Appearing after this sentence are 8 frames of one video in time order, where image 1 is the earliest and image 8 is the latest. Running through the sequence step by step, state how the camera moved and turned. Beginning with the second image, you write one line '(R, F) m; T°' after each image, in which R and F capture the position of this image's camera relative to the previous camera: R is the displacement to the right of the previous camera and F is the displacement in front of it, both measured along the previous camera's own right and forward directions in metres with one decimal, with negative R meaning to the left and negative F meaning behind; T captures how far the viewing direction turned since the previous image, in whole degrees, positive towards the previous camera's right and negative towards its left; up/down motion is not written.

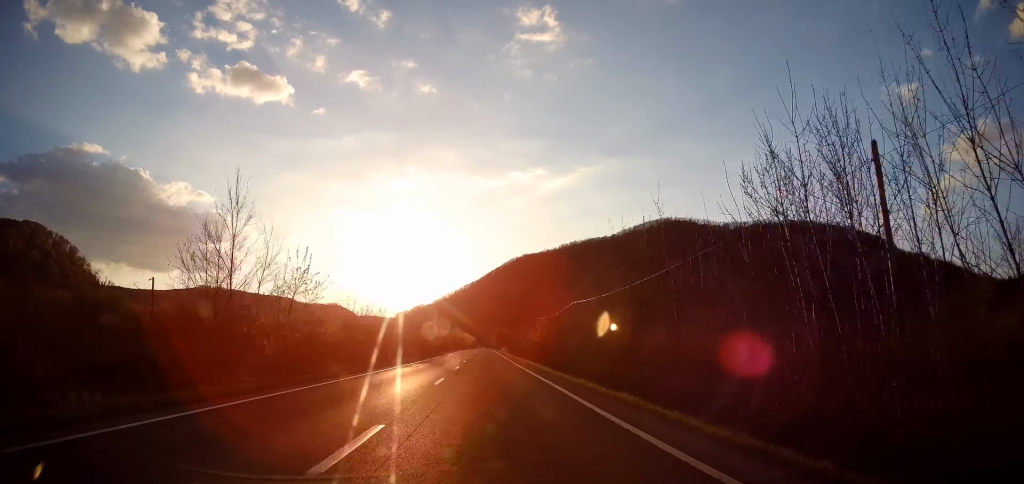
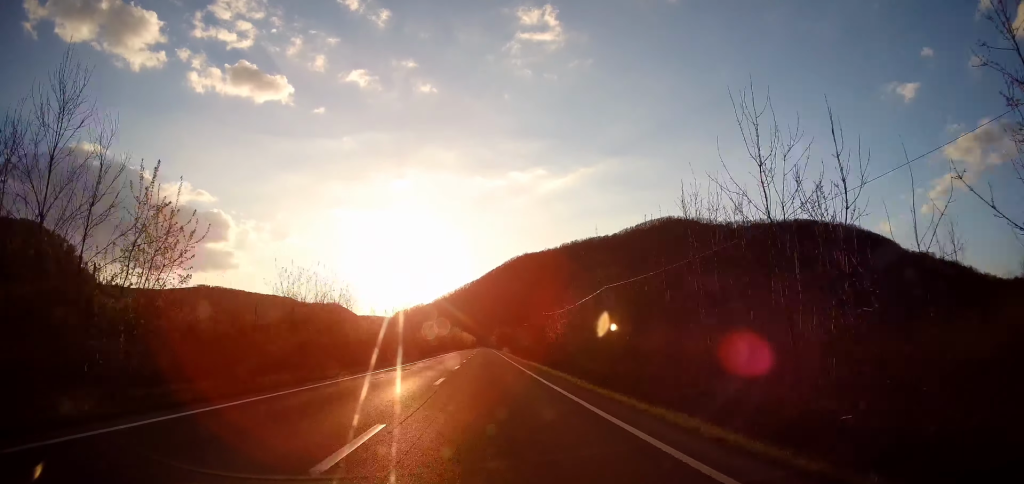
(-0.3, +11.6) m; -1°
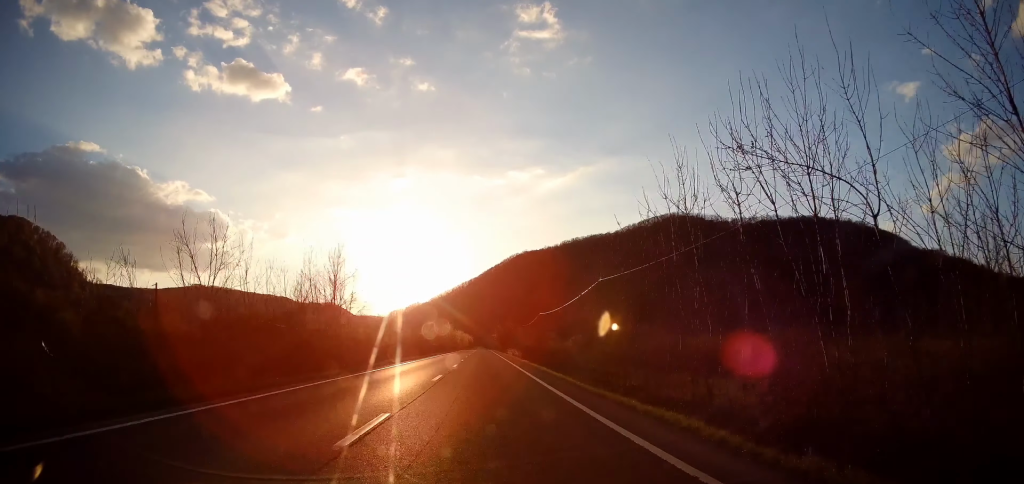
(-0.4, +34.9) m; 0°
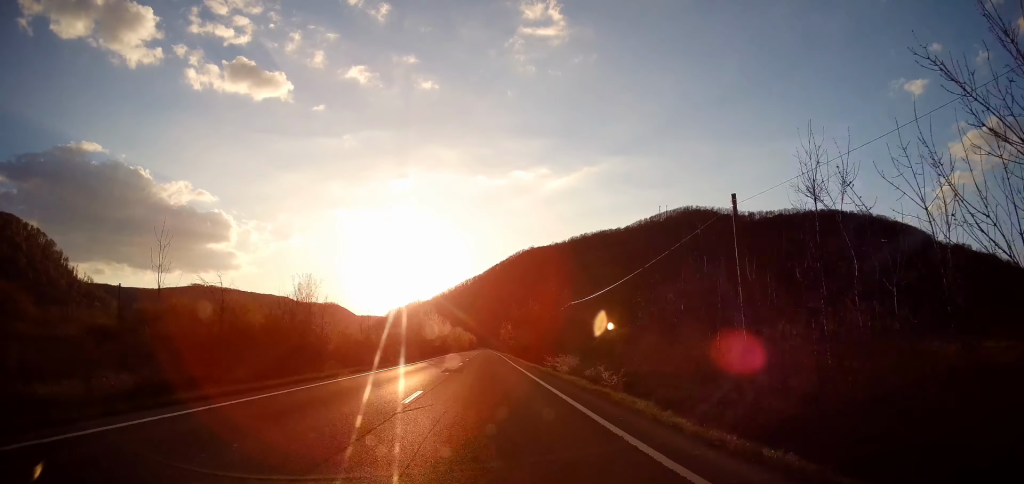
(+0.2, +53.7) m; 0°
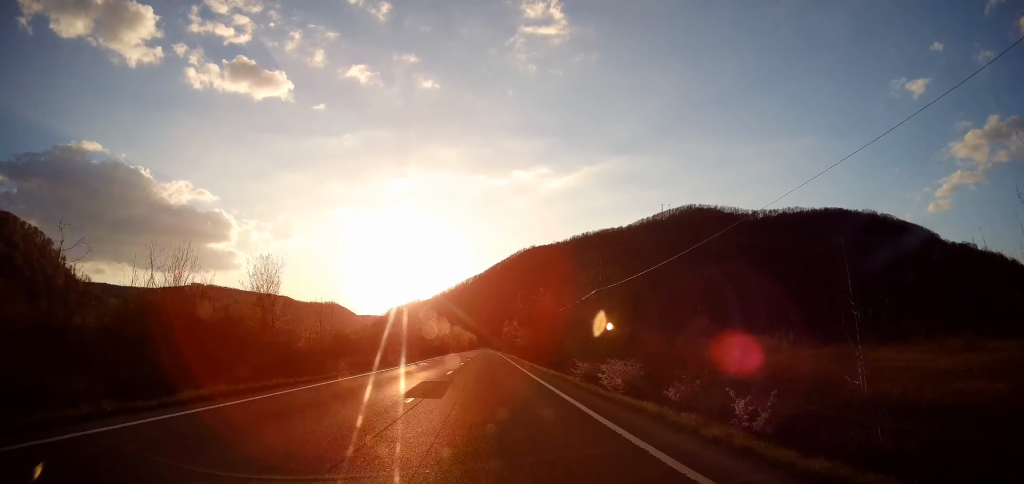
(0.0, +11.6) m; 0°
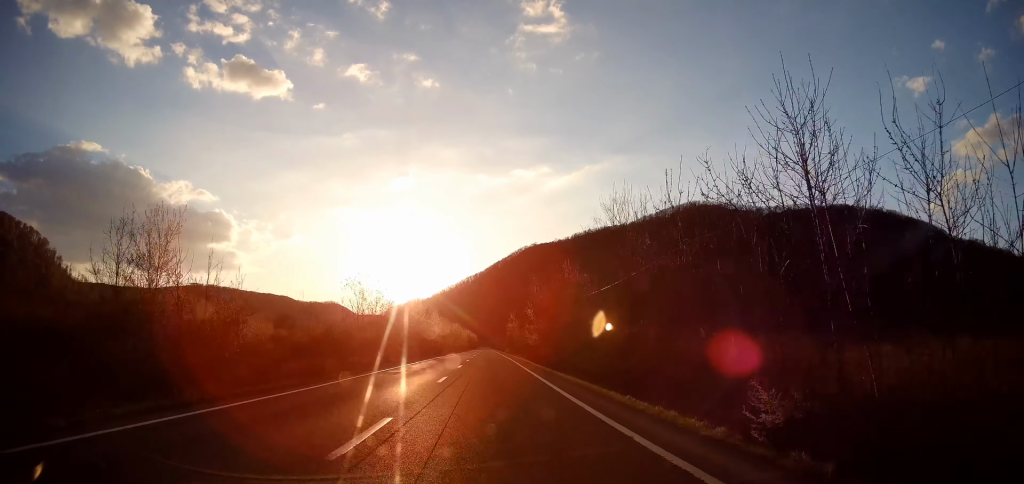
(+0.4, +17.0) m; 0°
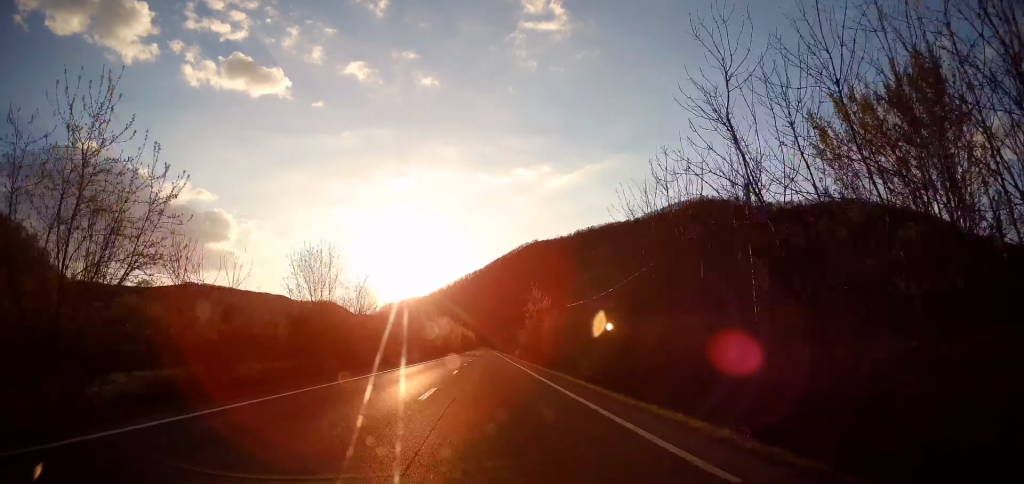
(-0.8, +40.4) m; -1°
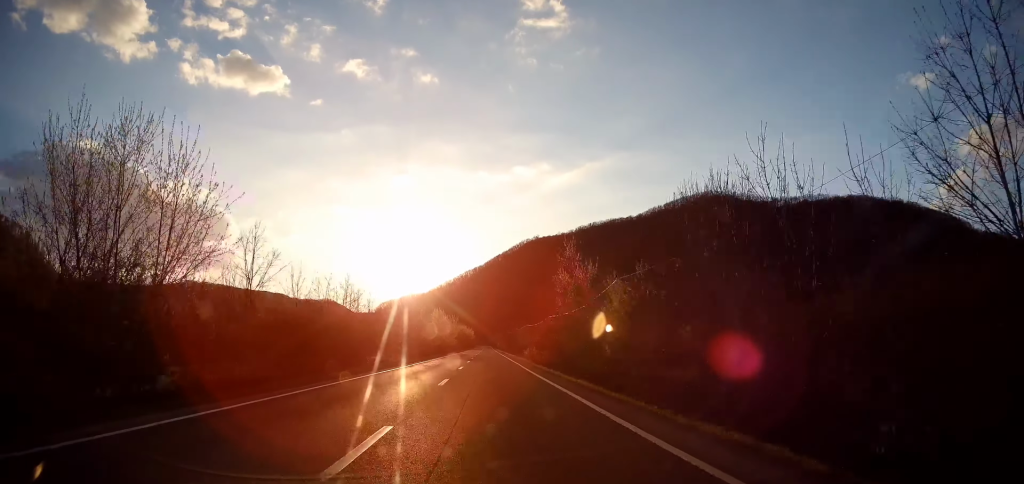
(0.0, +18.9) m; 0°
